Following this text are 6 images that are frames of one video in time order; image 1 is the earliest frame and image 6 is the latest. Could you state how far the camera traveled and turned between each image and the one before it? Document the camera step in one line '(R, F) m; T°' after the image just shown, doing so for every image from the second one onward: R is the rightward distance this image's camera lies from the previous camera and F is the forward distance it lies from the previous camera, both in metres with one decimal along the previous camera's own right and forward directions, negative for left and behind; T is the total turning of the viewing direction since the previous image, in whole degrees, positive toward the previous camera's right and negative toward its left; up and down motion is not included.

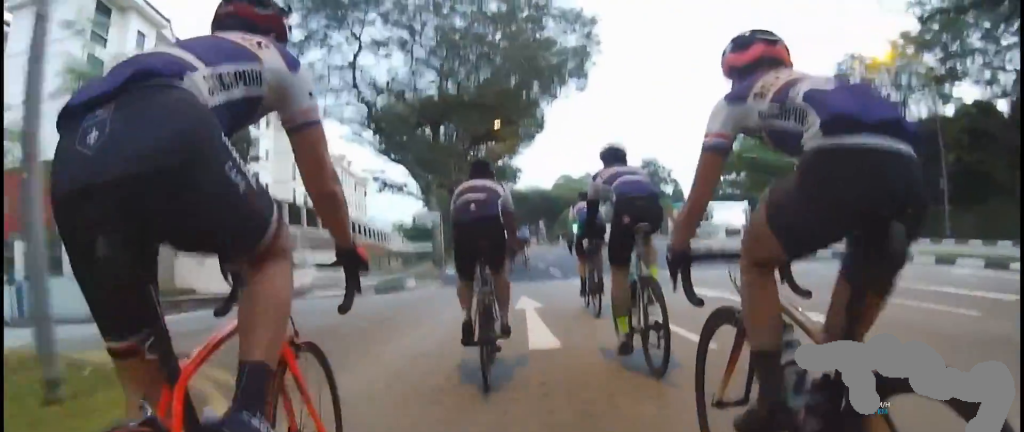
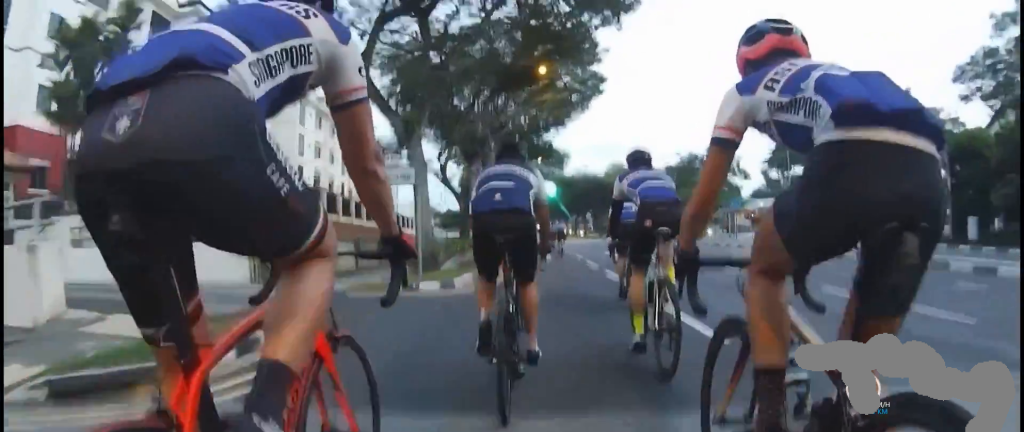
(-2.5, +11.2) m; 0°
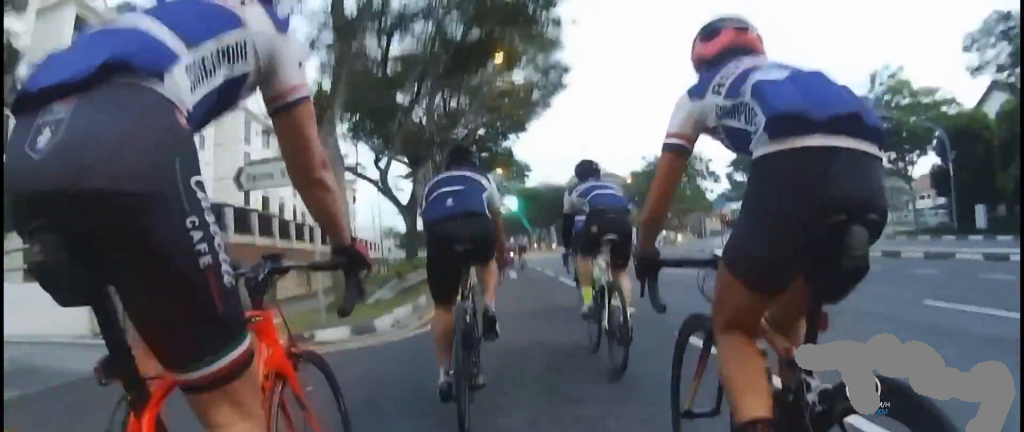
(+1.2, +3.7) m; +4°
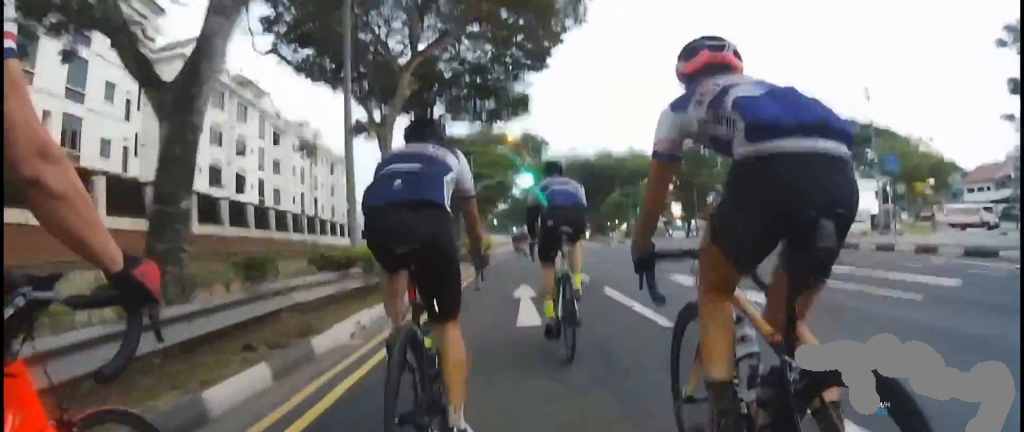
(+0.5, +14.2) m; -4°
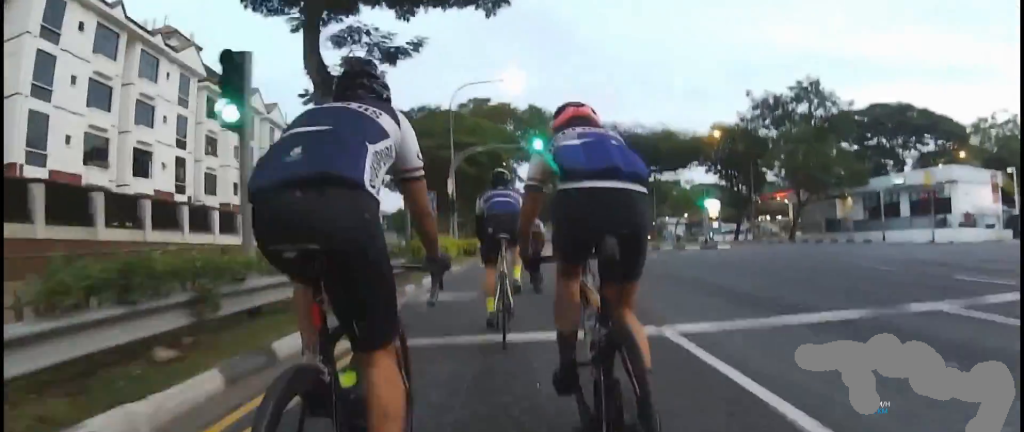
(-0.1, +16.8) m; 0°
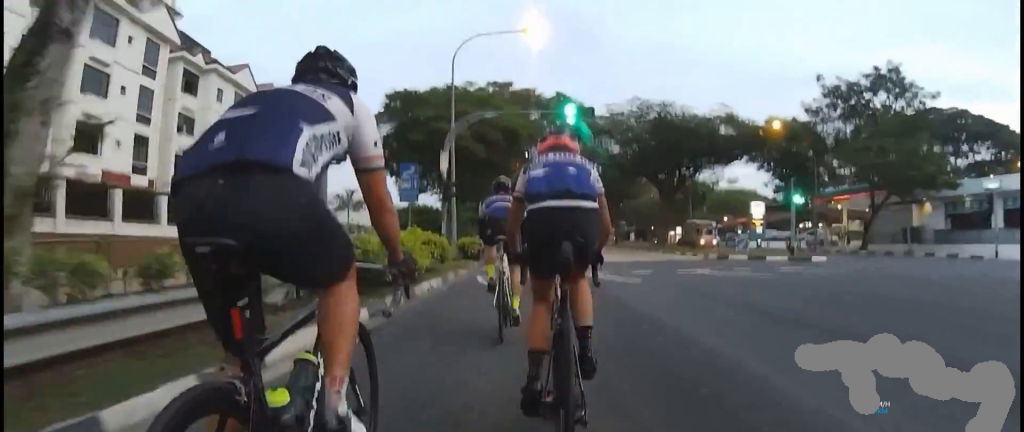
(0.0, +8.6) m; 0°
